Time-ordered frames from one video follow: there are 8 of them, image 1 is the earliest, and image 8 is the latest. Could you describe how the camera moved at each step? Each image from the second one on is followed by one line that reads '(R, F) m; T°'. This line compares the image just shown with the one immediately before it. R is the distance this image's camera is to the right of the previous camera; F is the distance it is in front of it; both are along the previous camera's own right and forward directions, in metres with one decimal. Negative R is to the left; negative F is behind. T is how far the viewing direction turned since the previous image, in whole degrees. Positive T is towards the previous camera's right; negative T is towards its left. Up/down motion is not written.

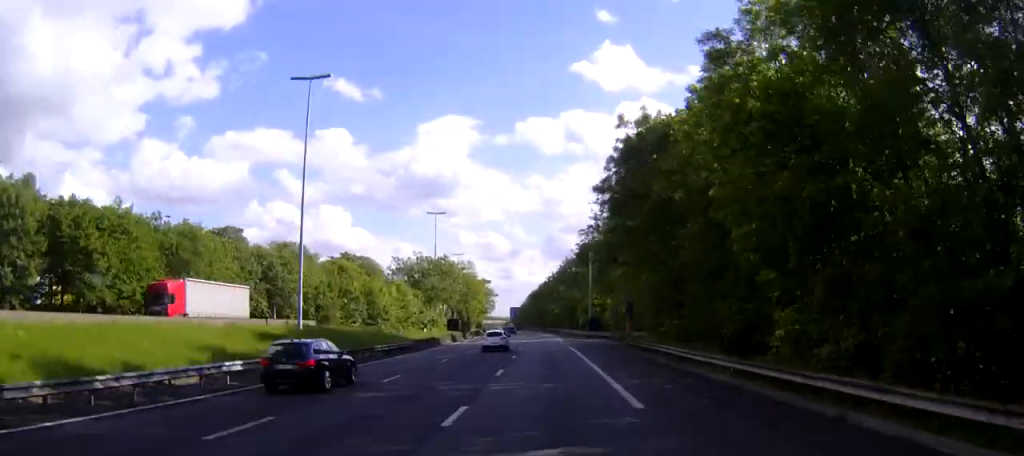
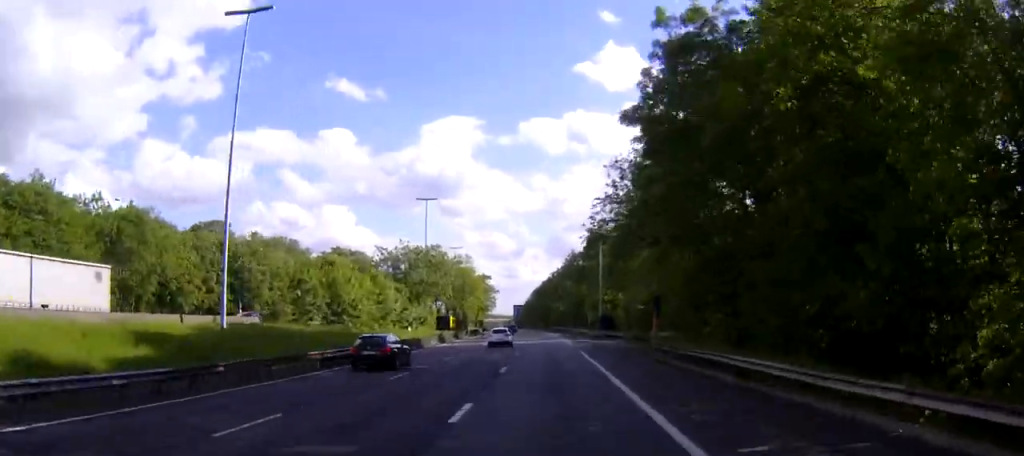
(0.0, +13.1) m; 0°
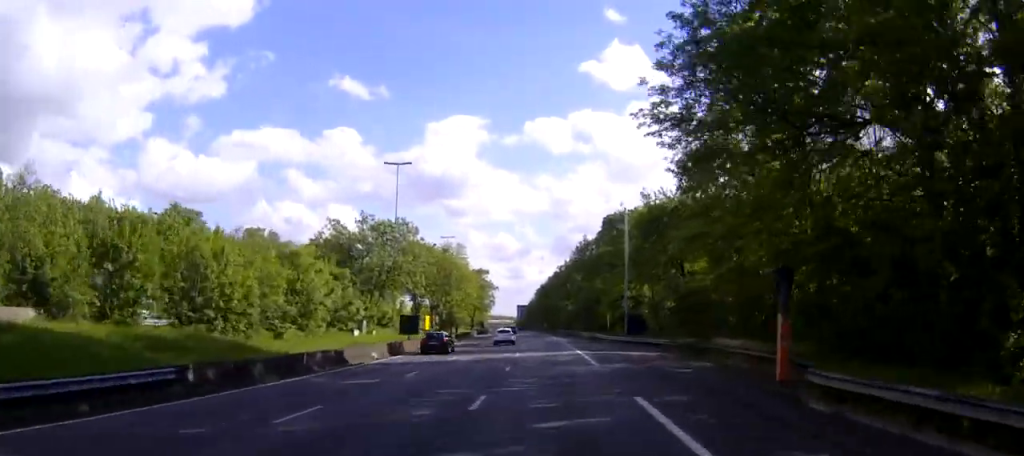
(+0.1, +24.3) m; +1°
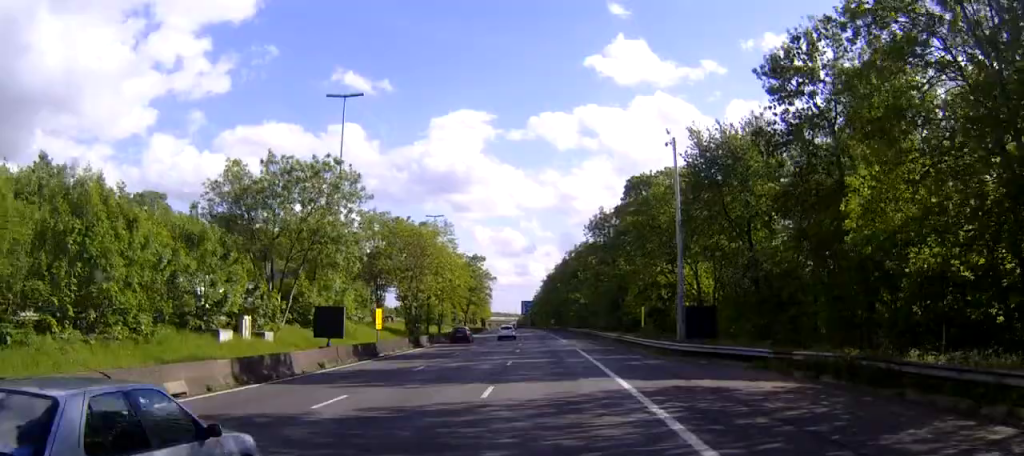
(+0.1, +24.1) m; 0°
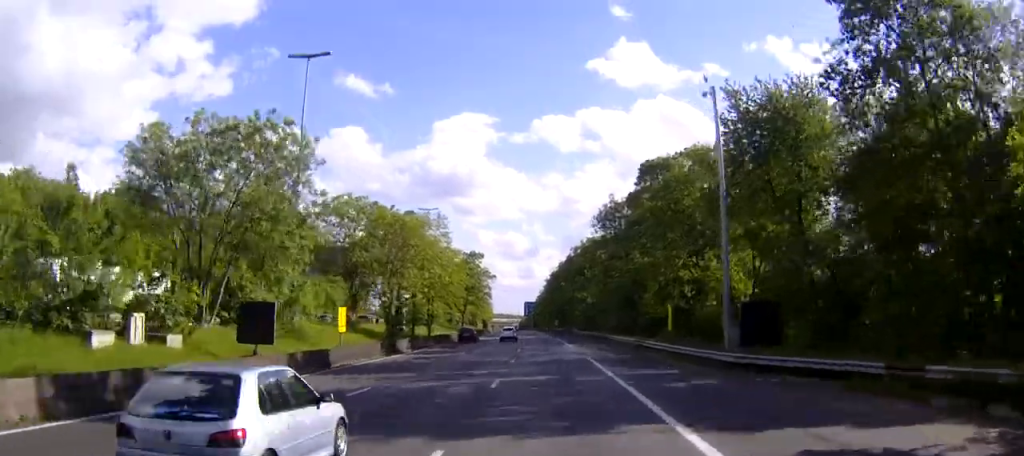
(+0.1, +10.2) m; -1°
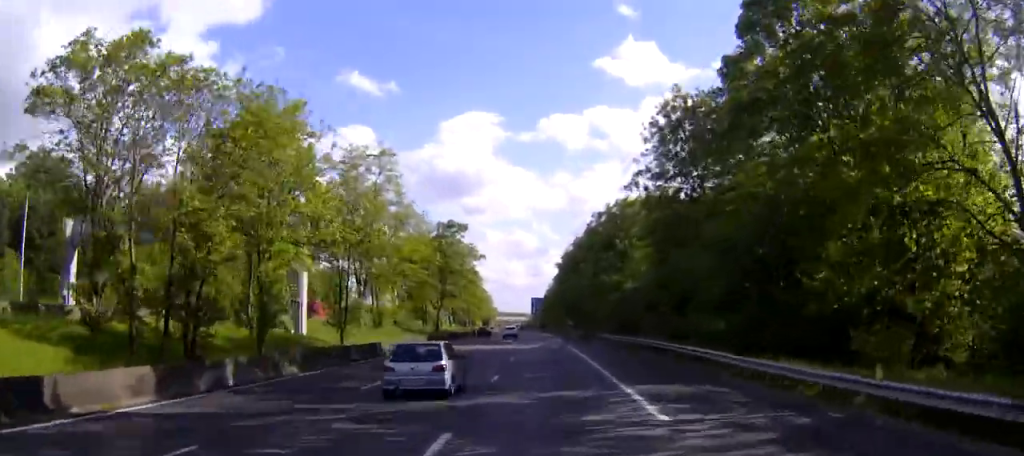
(-0.9, +37.6) m; -2°
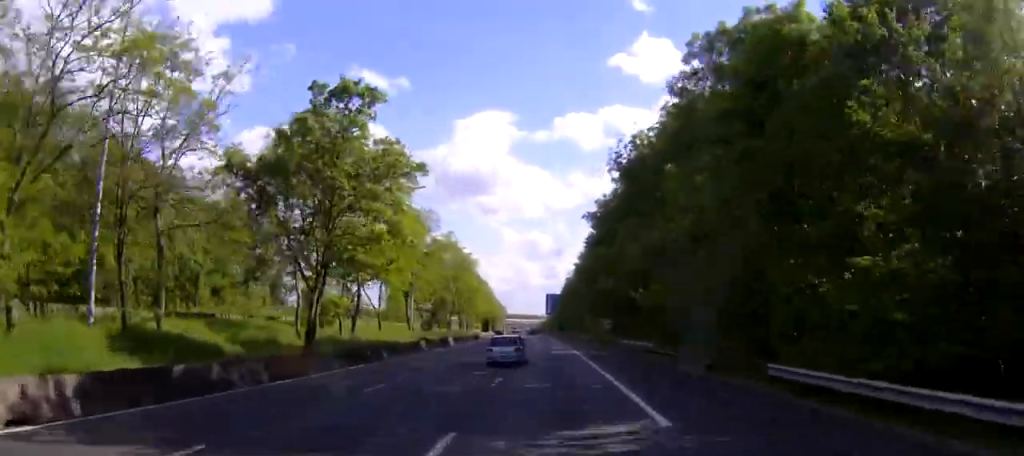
(-0.8, +52.7) m; -1°
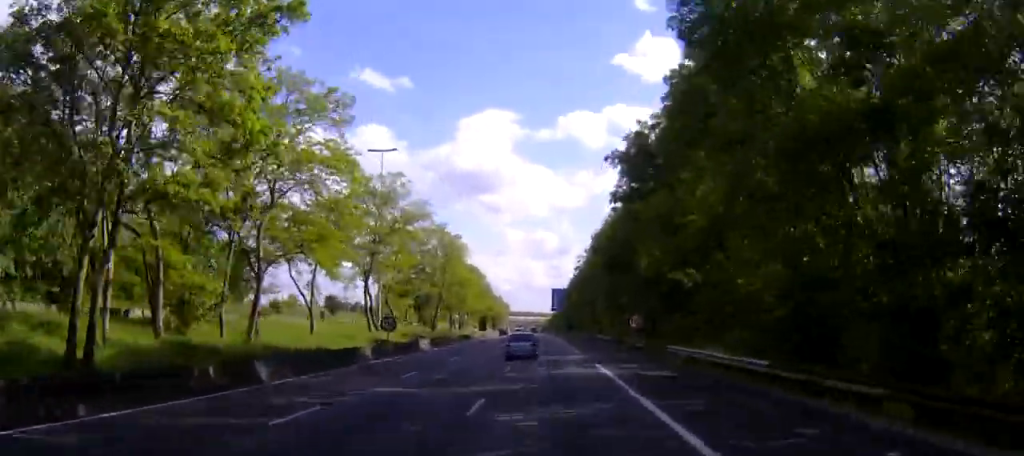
(0.0, +20.7) m; 0°
